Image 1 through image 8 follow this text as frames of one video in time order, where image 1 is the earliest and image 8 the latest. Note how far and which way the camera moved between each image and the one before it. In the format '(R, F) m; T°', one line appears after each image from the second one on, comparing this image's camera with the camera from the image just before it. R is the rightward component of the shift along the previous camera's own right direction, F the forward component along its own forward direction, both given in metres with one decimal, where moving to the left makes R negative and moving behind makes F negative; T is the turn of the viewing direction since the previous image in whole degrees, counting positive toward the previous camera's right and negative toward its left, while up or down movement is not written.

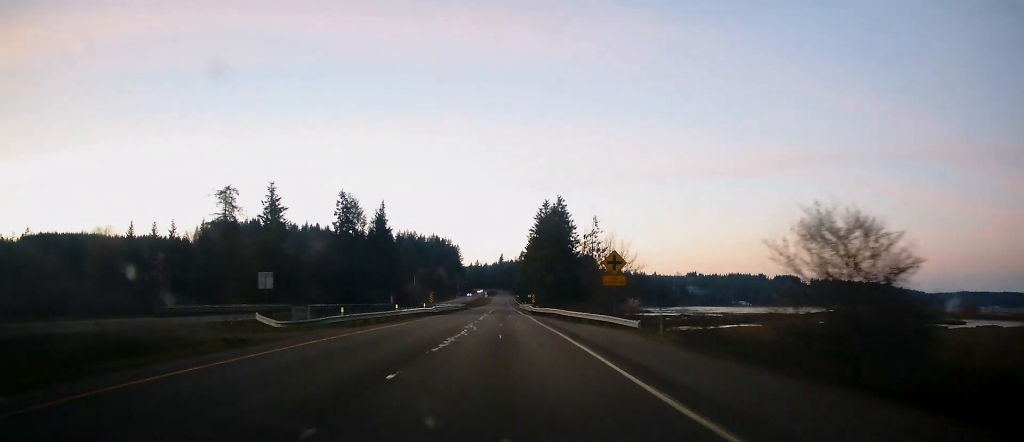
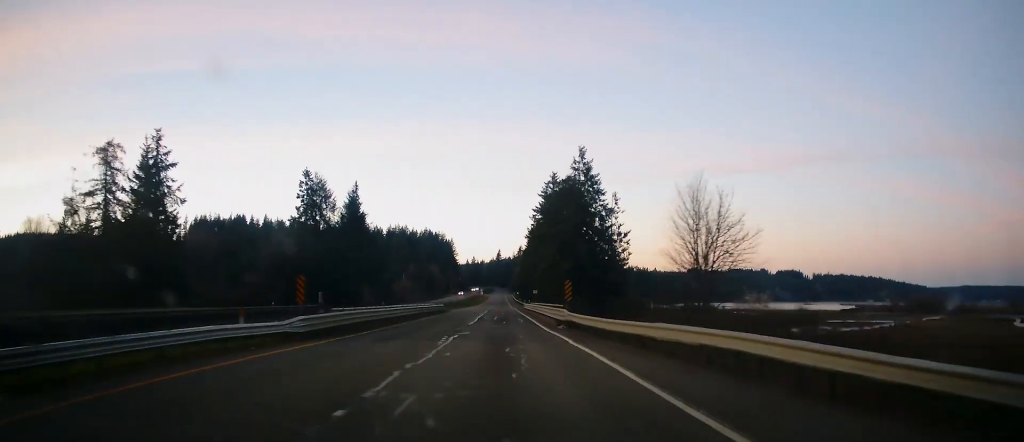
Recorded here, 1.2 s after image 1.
(+0.7, +34.1) m; +1°
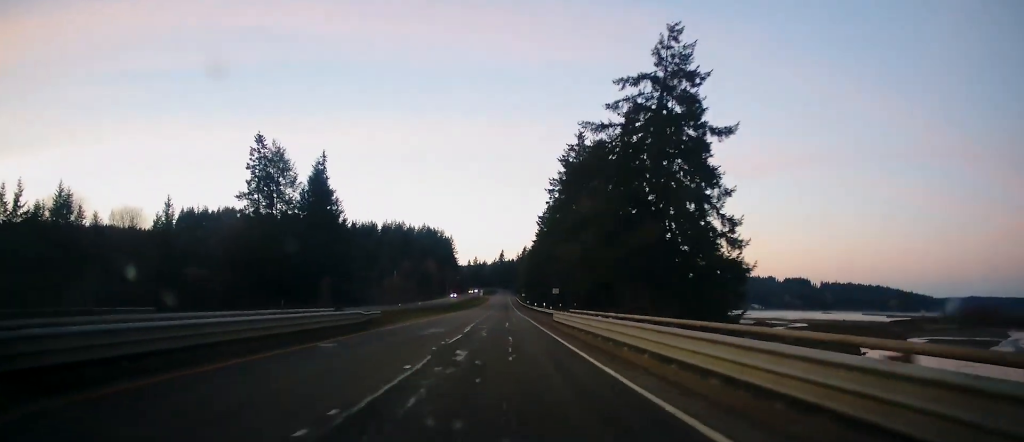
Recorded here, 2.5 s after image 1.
(+0.1, +37.0) m; +1°
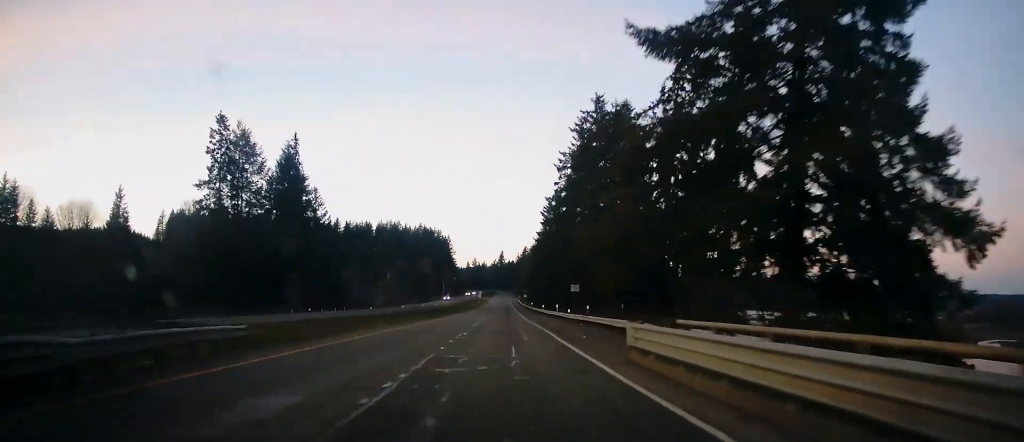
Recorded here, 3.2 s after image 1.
(0.0, +19.1) m; +1°
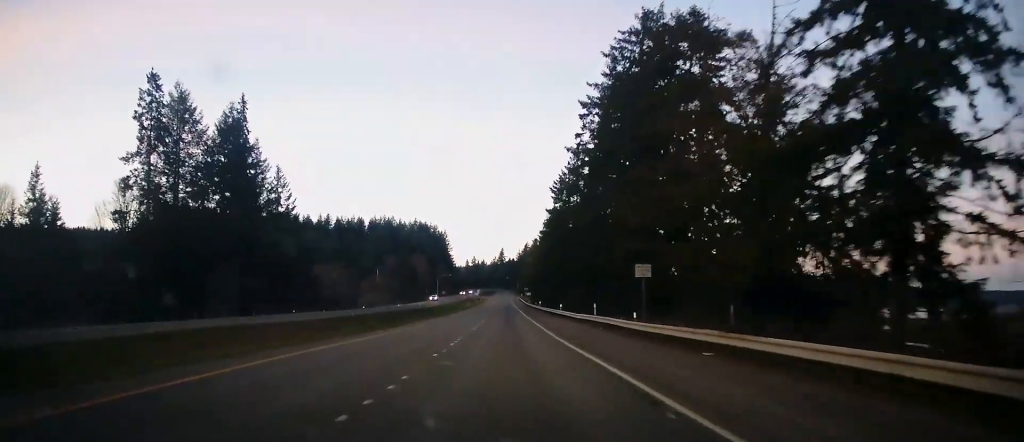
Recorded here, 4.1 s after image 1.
(+0.4, +25.9) m; 0°
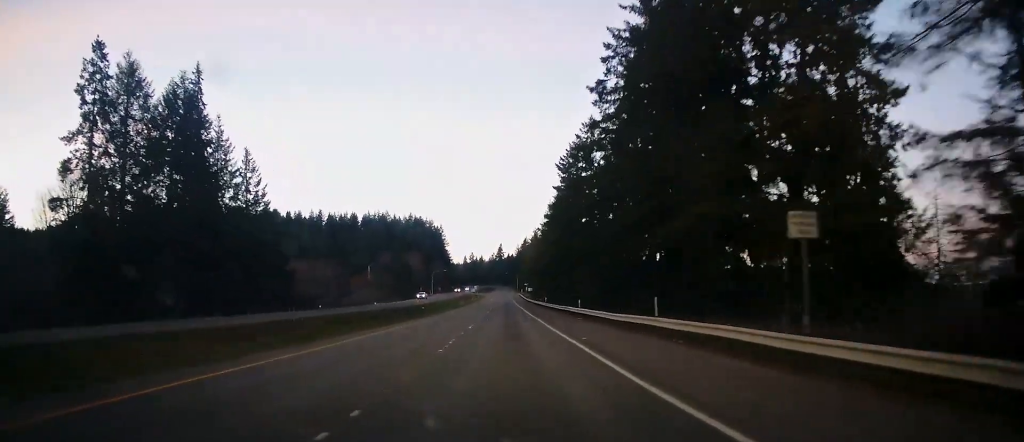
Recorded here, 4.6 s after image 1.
(-0.1, +15.4) m; 0°
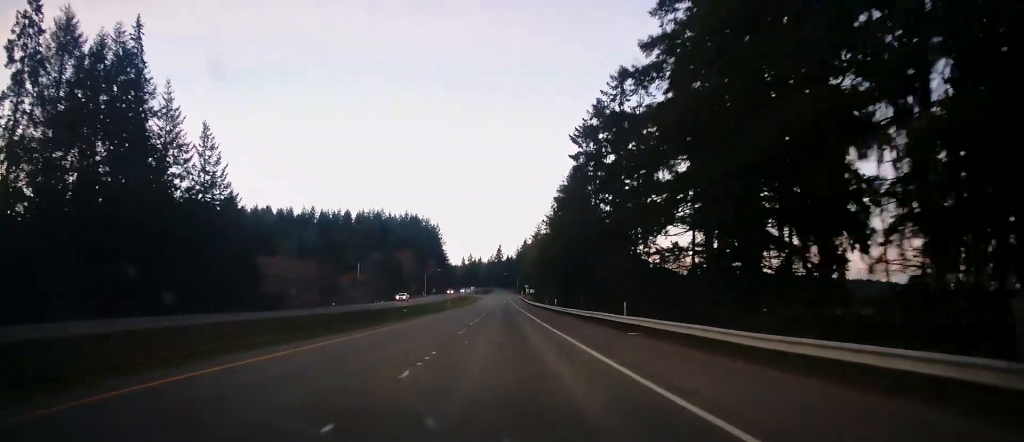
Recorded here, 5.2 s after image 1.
(-0.3, +17.3) m; 0°
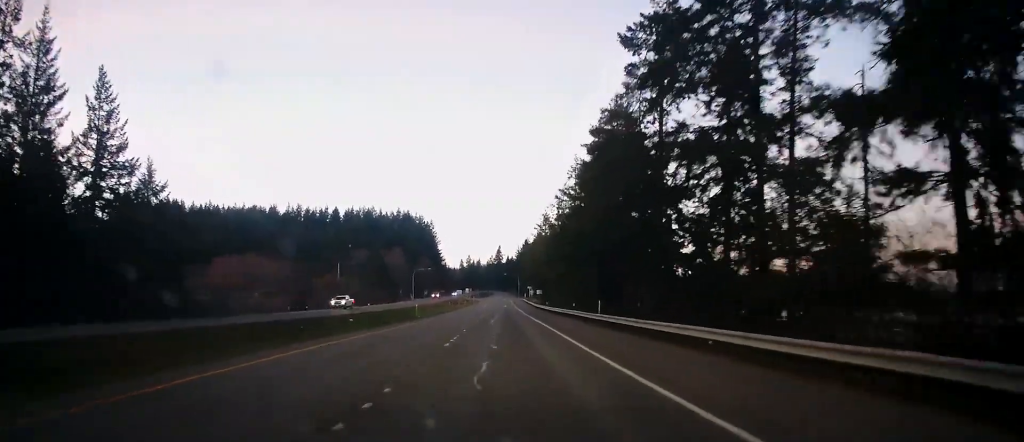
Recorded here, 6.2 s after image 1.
(+0.5, +30.0) m; +1°
